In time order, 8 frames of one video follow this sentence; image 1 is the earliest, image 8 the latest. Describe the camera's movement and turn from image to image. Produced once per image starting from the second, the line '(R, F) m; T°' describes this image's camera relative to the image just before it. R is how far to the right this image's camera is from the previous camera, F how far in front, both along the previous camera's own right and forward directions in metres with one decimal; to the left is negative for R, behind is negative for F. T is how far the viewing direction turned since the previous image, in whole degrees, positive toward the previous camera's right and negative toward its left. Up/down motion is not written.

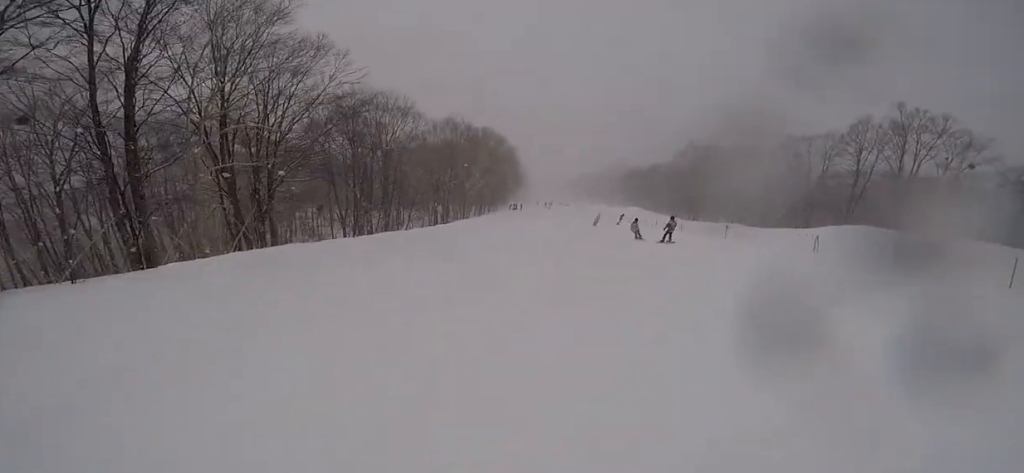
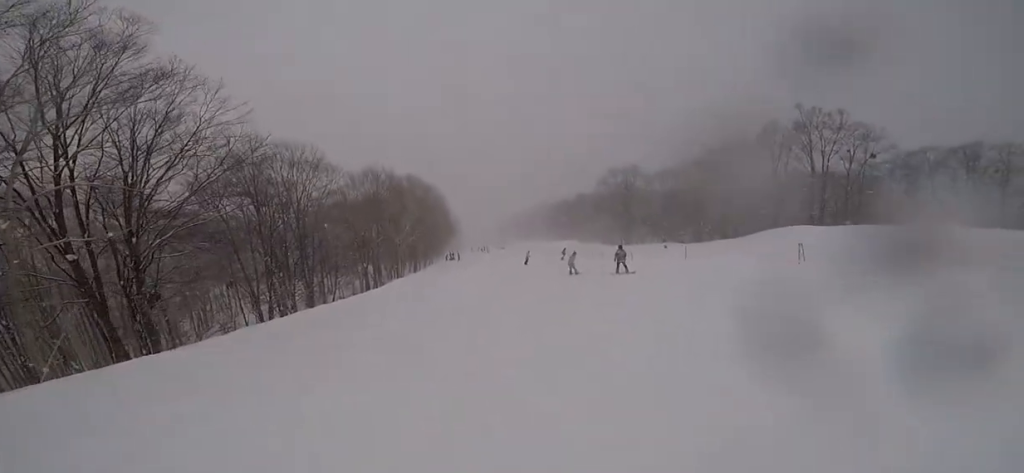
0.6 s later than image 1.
(0.0, +4.1) m; -5°
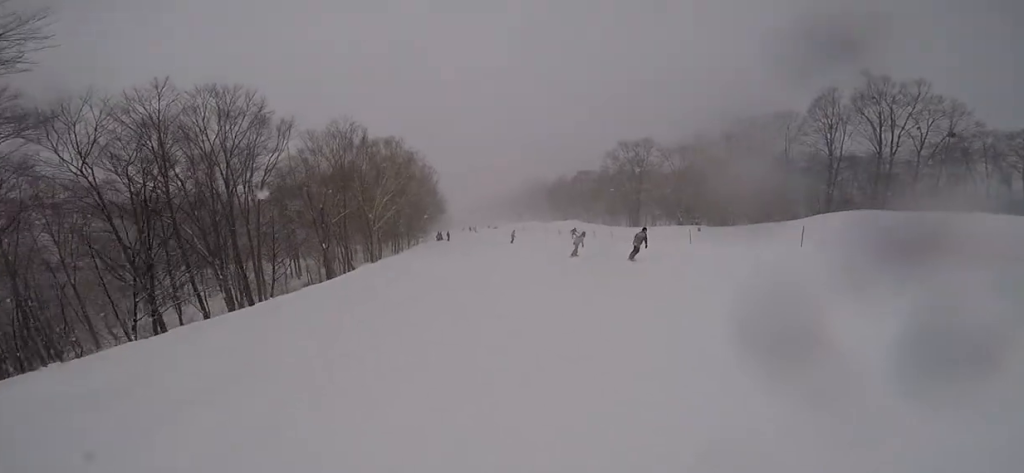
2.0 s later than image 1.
(-0.7, +10.1) m; +2°
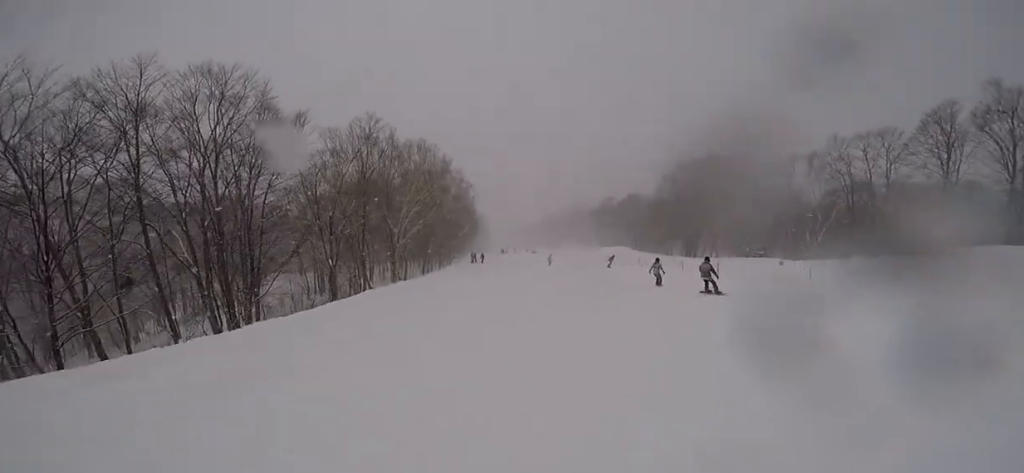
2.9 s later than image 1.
(+0.5, +6.5) m; +5°
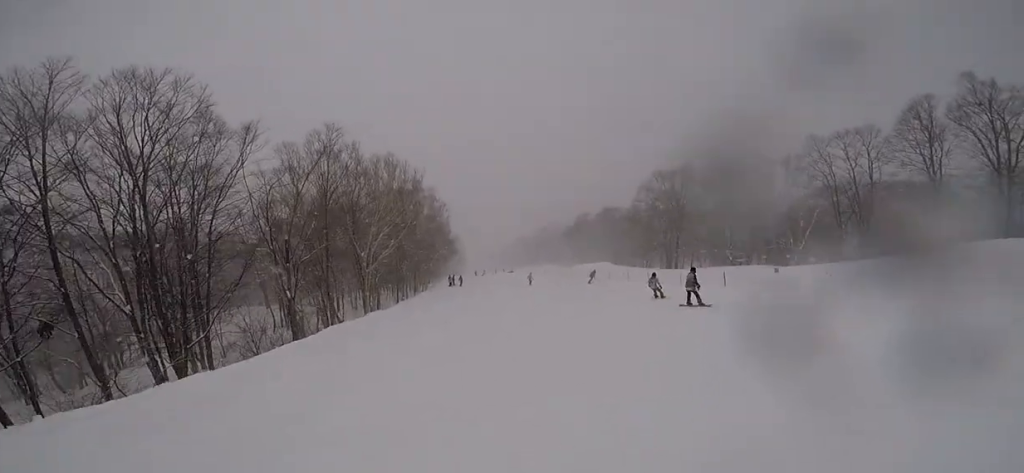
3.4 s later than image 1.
(0.0, +3.2) m; 0°
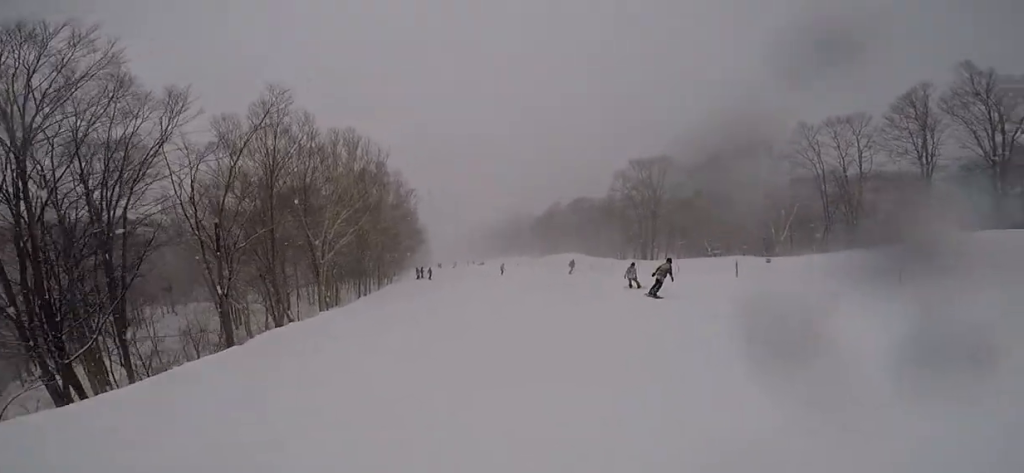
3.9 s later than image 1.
(0.0, +3.8) m; 0°
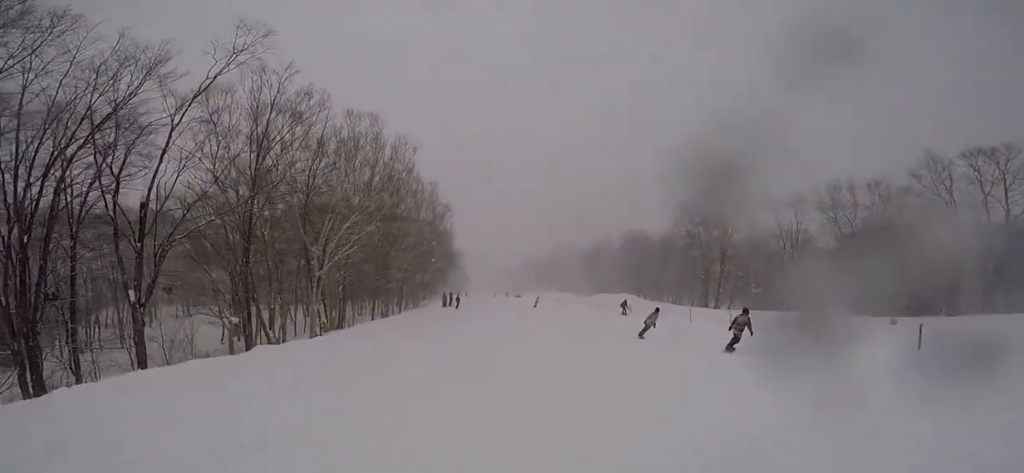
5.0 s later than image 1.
(0.0, +7.2) m; 0°
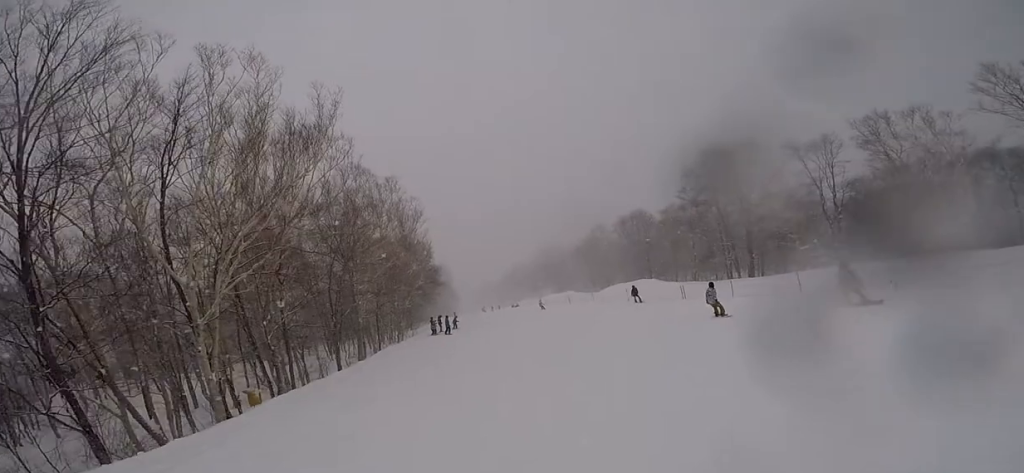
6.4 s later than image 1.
(0.0, +9.6) m; 0°
